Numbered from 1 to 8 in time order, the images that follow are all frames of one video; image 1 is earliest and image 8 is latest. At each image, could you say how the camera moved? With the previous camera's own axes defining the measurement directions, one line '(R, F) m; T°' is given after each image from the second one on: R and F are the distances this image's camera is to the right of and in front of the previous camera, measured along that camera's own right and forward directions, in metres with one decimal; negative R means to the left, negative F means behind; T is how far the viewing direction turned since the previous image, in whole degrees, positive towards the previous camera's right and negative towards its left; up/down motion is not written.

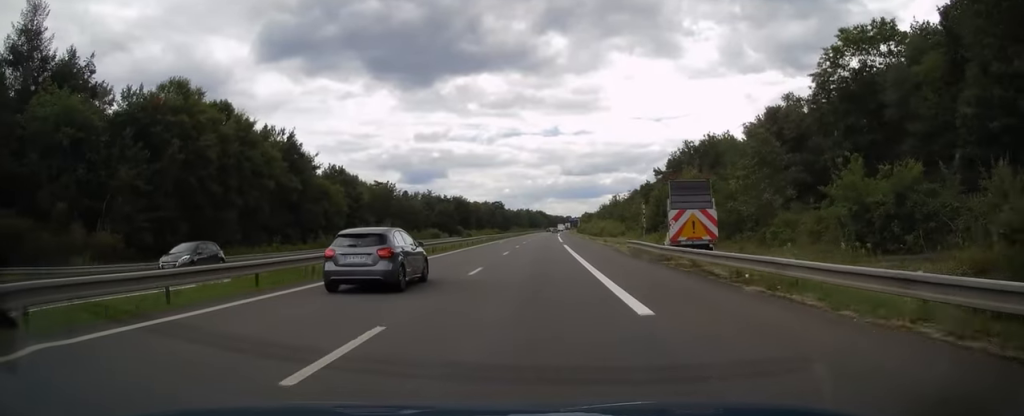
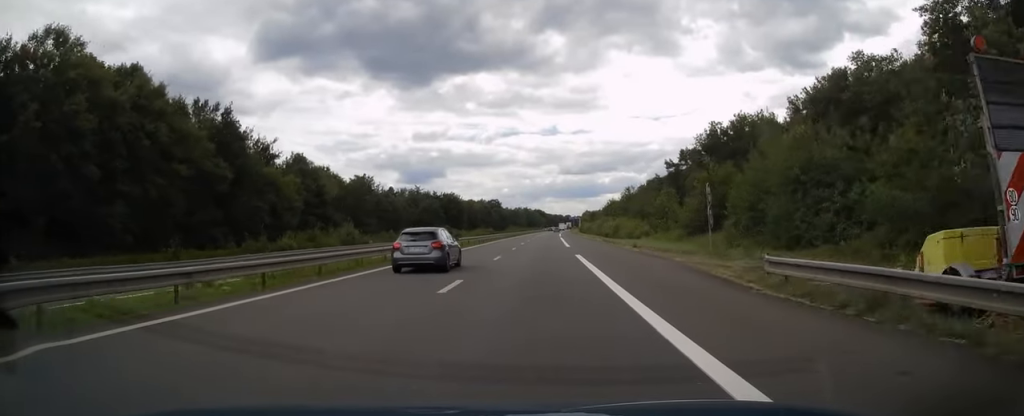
(0.0, +19.6) m; 0°
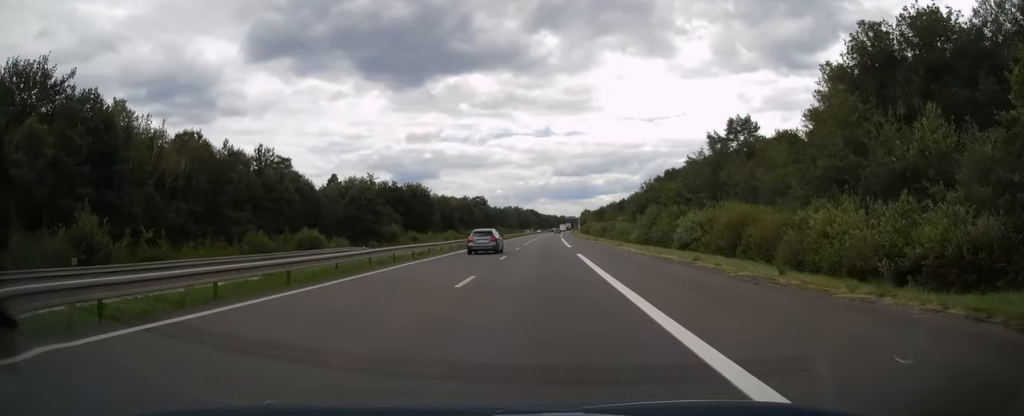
(+0.2, +50.6) m; +1°
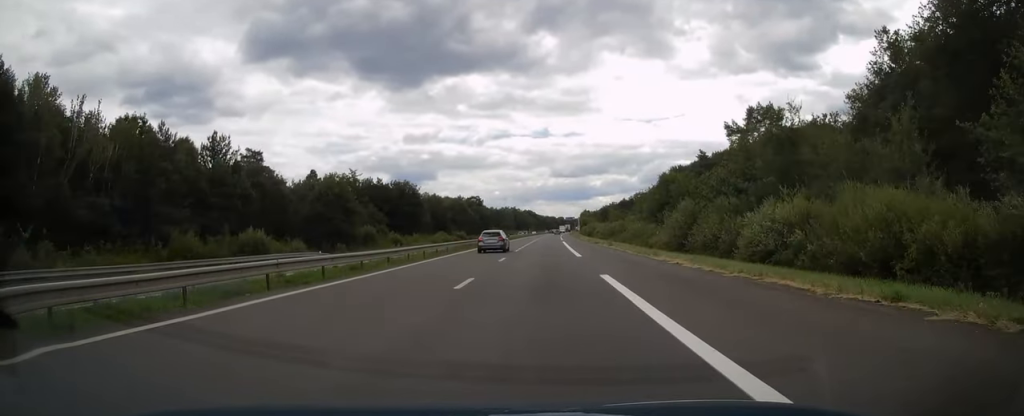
(0.0, +13.2) m; 0°
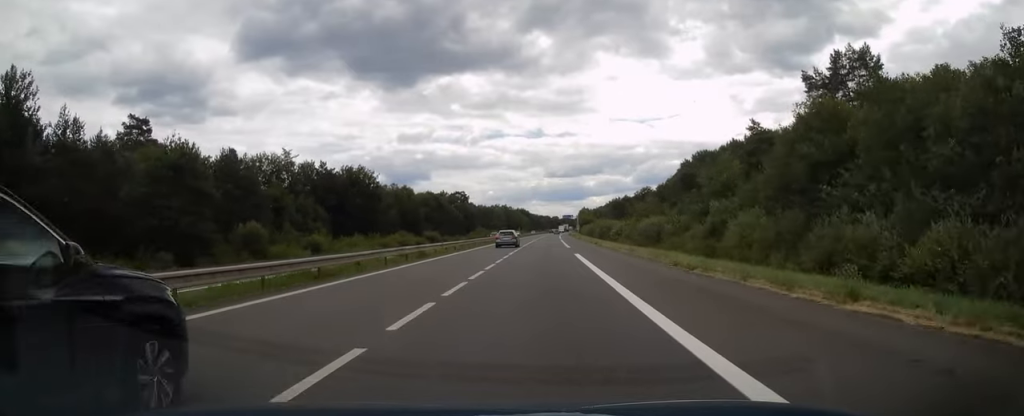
(0.0, +36.3) m; 0°
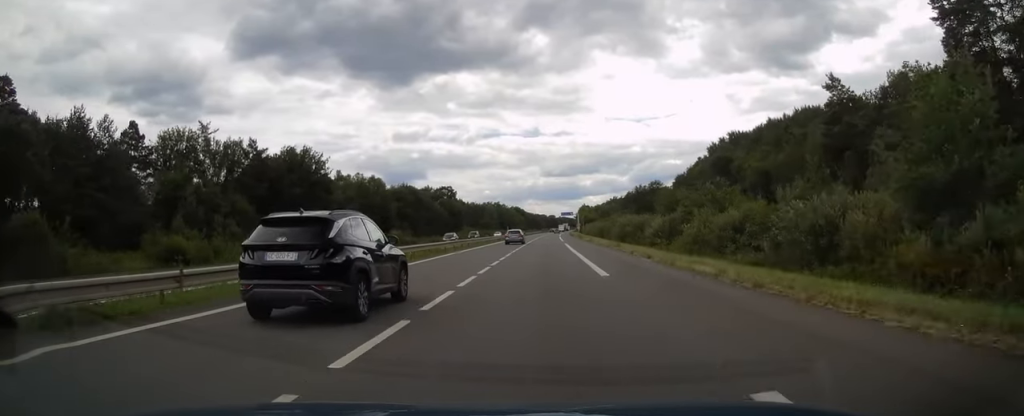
(+0.1, +28.4) m; +1°
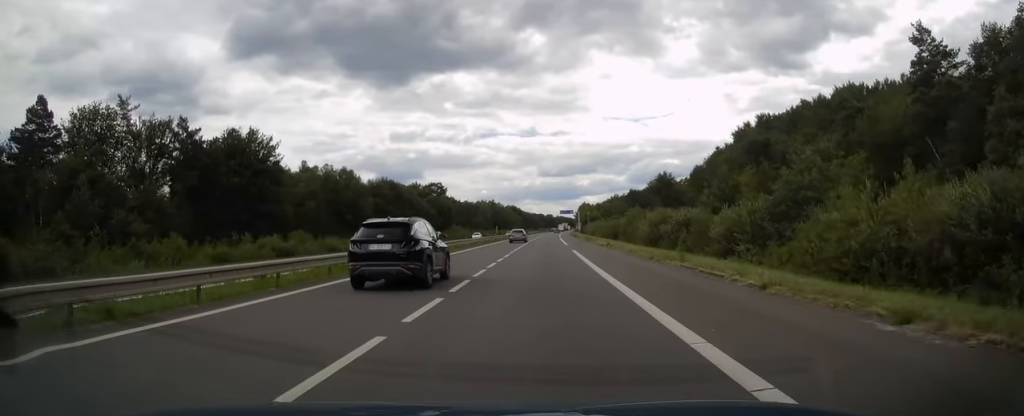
(0.0, +18.7) m; 0°
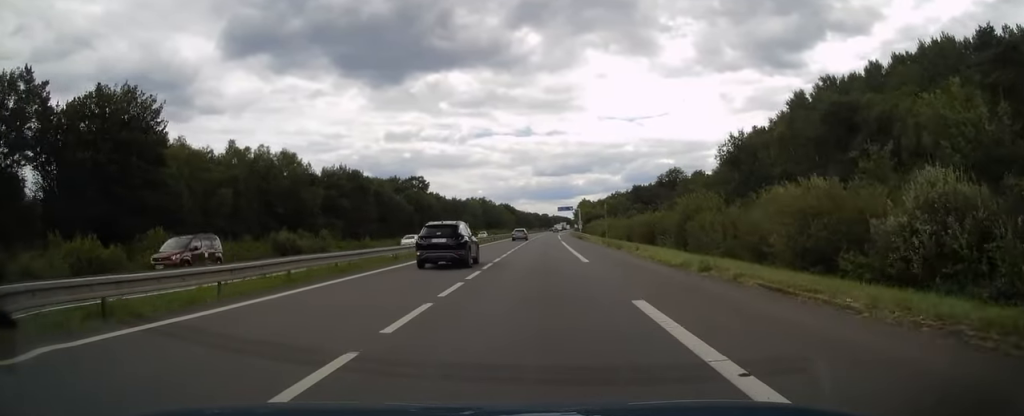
(+0.1, +26.9) m; 0°
